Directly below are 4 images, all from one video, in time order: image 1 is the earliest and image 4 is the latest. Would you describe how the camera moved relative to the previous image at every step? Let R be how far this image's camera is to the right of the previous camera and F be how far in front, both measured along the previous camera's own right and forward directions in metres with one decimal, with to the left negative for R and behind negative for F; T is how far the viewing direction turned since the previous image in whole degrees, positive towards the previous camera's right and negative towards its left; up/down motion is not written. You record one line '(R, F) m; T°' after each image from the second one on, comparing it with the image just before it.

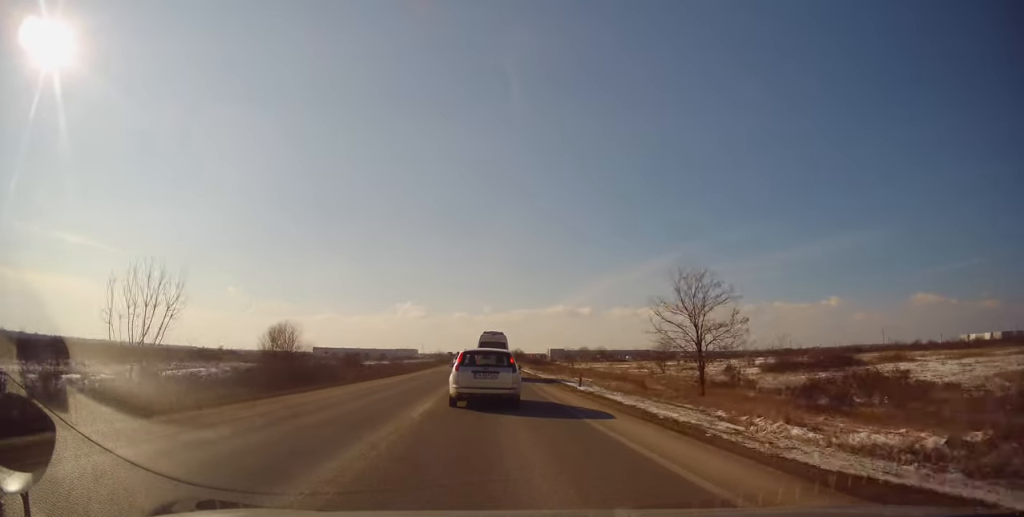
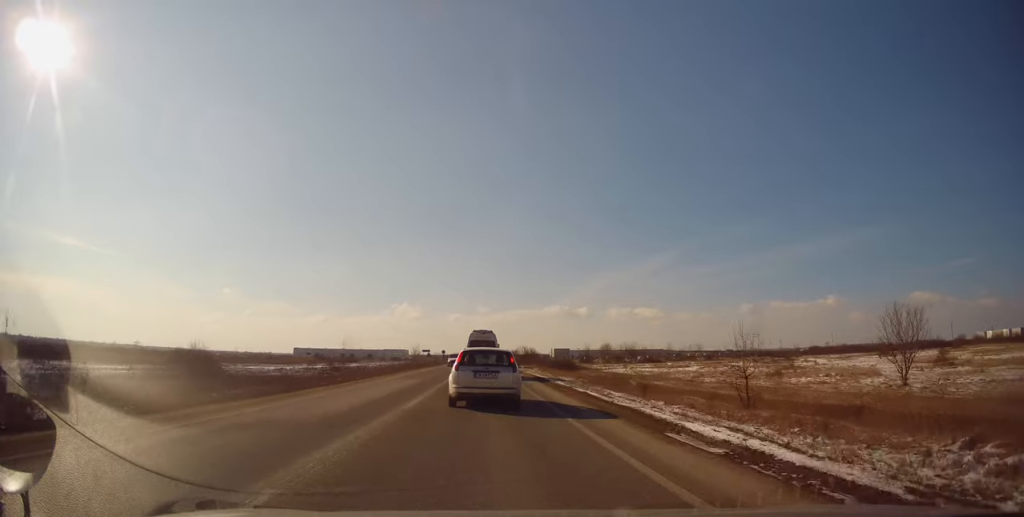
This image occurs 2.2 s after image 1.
(0.0, +44.8) m; 0°
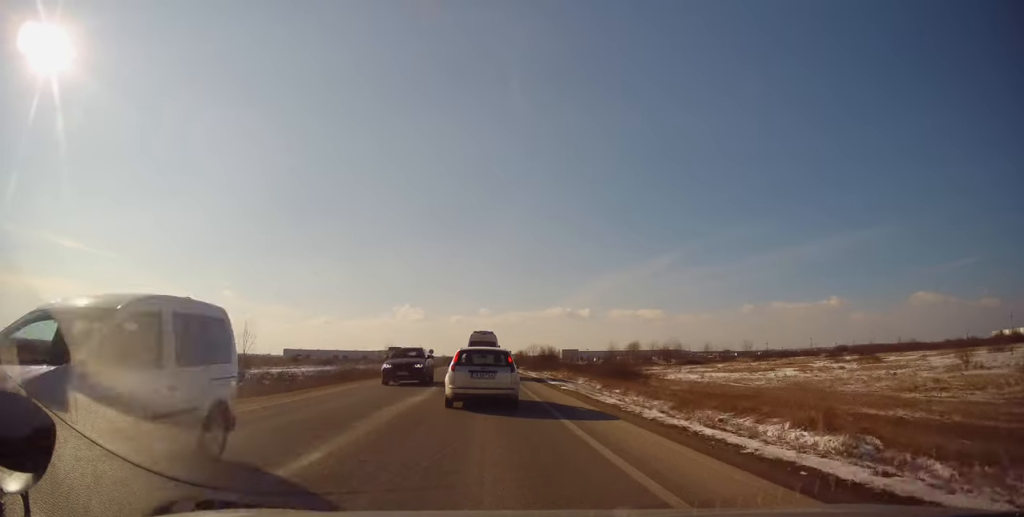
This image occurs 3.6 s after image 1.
(-0.4, +29.7) m; -2°
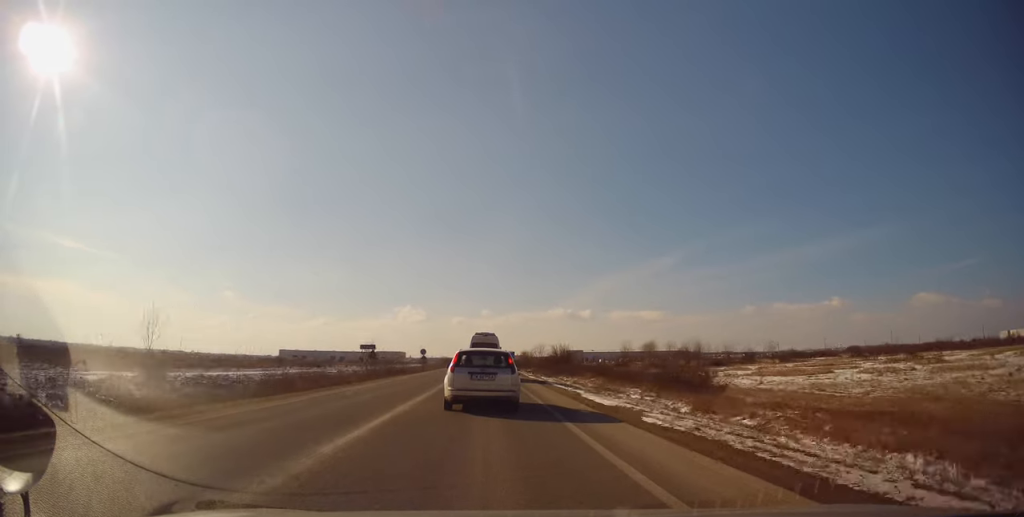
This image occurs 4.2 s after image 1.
(-0.3, +12.4) m; 0°
